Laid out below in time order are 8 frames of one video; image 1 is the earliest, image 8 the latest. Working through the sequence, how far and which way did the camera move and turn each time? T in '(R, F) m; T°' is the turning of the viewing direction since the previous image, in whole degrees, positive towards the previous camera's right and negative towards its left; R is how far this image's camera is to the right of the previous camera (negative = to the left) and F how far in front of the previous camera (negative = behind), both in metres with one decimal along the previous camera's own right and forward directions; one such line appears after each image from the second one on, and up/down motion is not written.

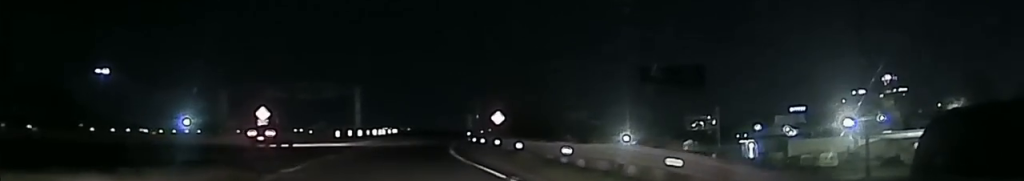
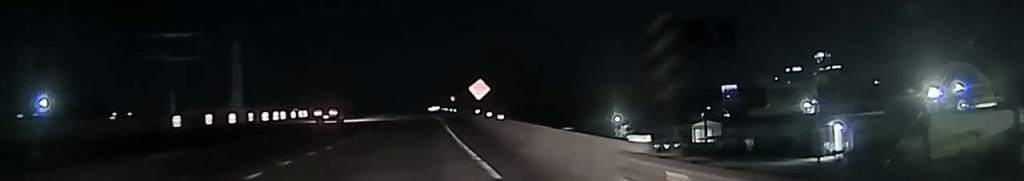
(-0.2, +54.6) m; +3°
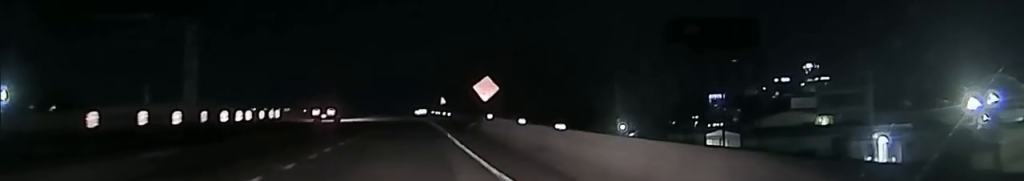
(+0.3, +13.1) m; +1°
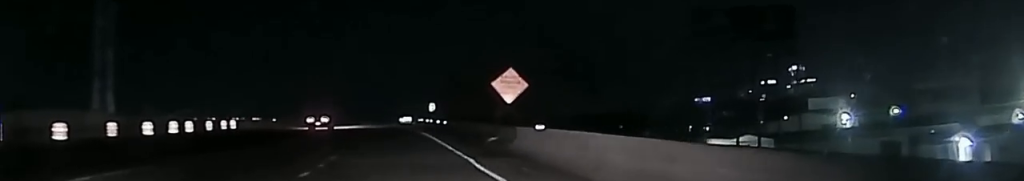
(+0.1, +15.3) m; +1°
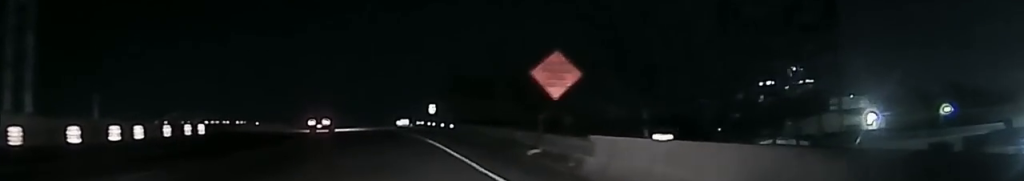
(0.0, +10.8) m; 0°
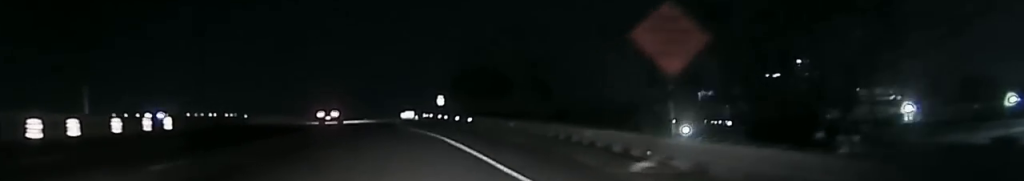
(0.0, +11.8) m; 0°
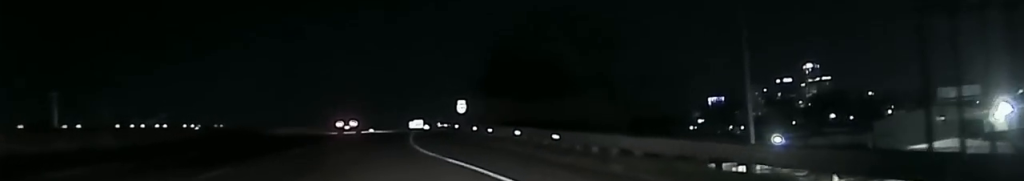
(0.0, +28.1) m; 0°
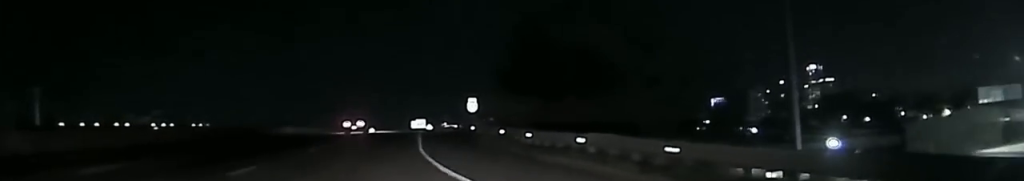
(0.0, +11.8) m; 0°
